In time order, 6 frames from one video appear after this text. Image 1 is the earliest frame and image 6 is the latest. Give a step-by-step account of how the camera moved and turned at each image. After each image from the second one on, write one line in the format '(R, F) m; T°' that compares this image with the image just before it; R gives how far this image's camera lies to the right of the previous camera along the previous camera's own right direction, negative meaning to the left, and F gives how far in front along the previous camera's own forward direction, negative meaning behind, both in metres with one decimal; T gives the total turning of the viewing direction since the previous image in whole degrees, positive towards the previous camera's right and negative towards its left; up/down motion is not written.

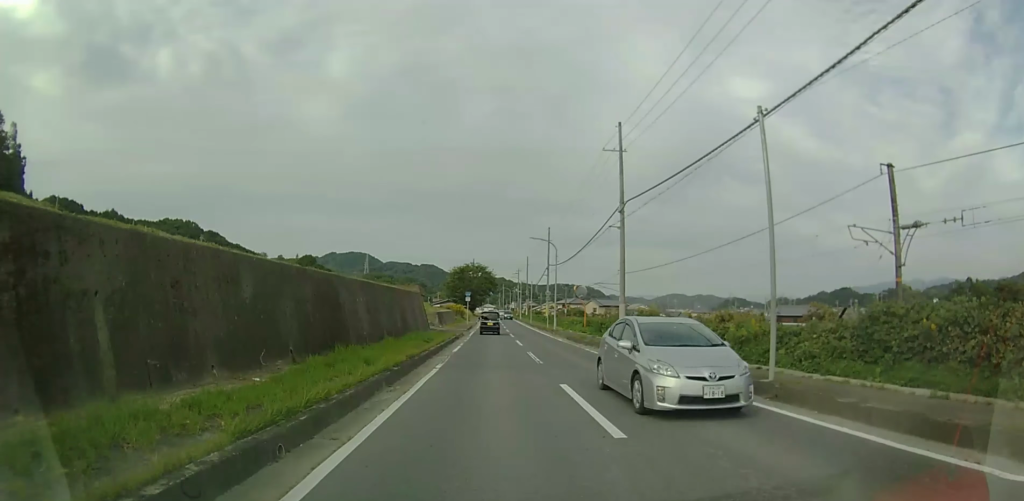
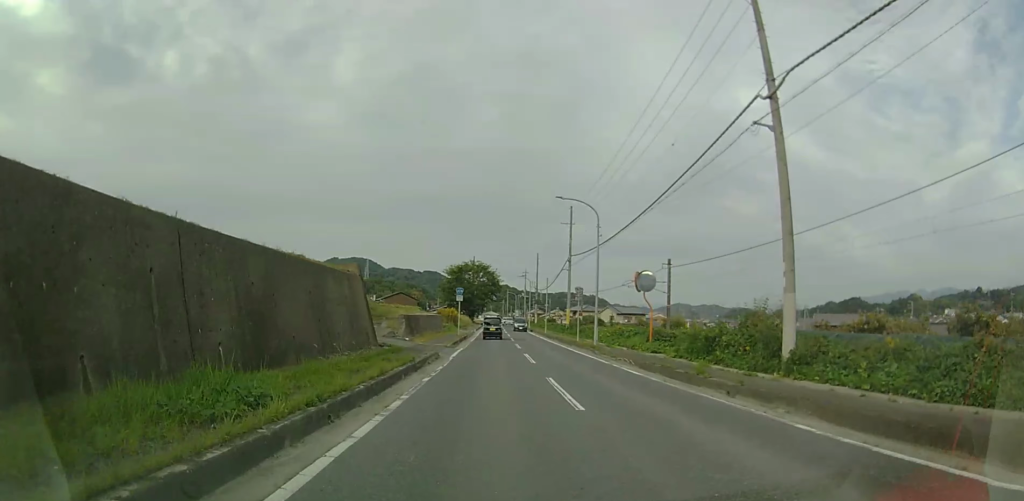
(+0.1, +17.6) m; 0°
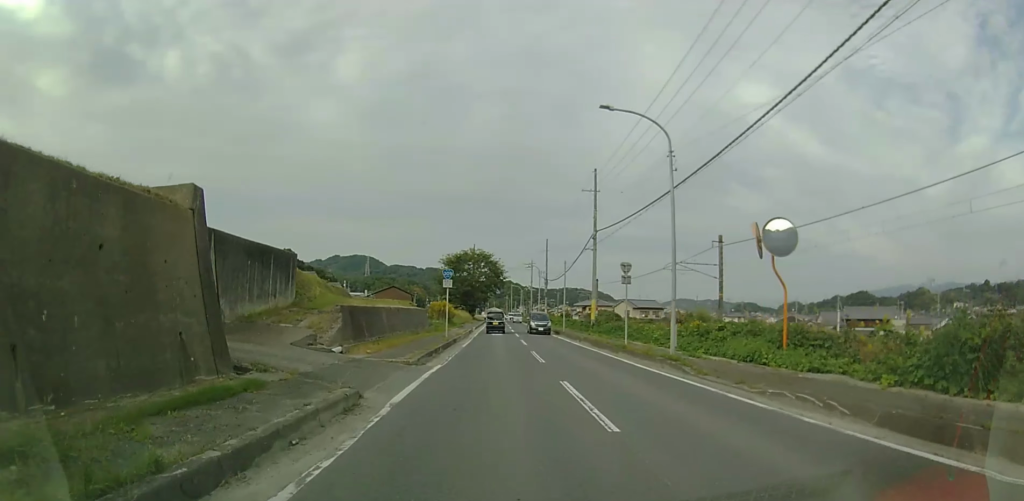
(-0.2, +12.5) m; -1°
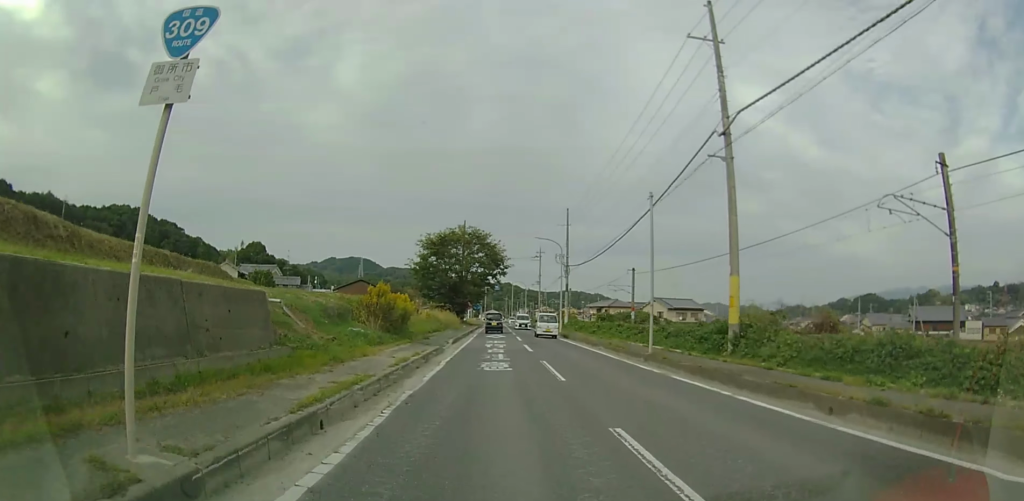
(0.0, +25.1) m; 0°
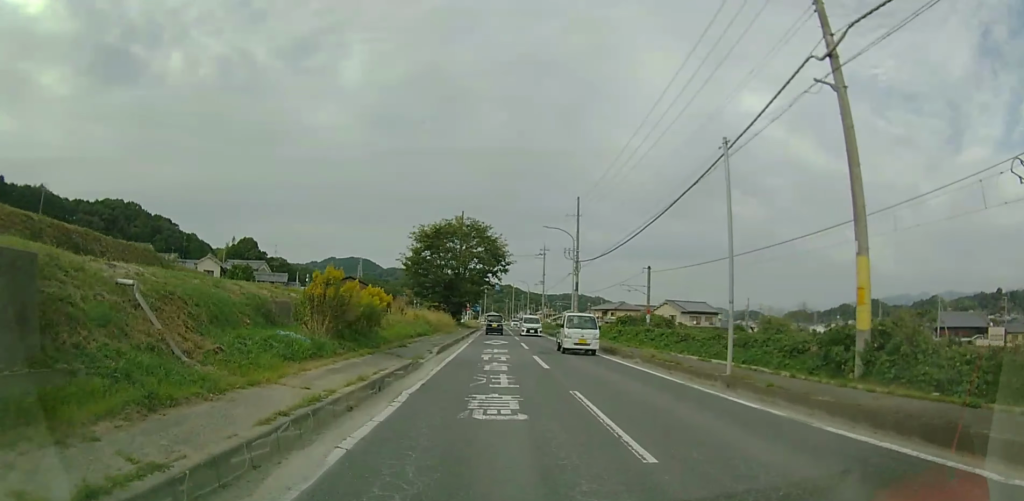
(0.0, +6.6) m; 0°
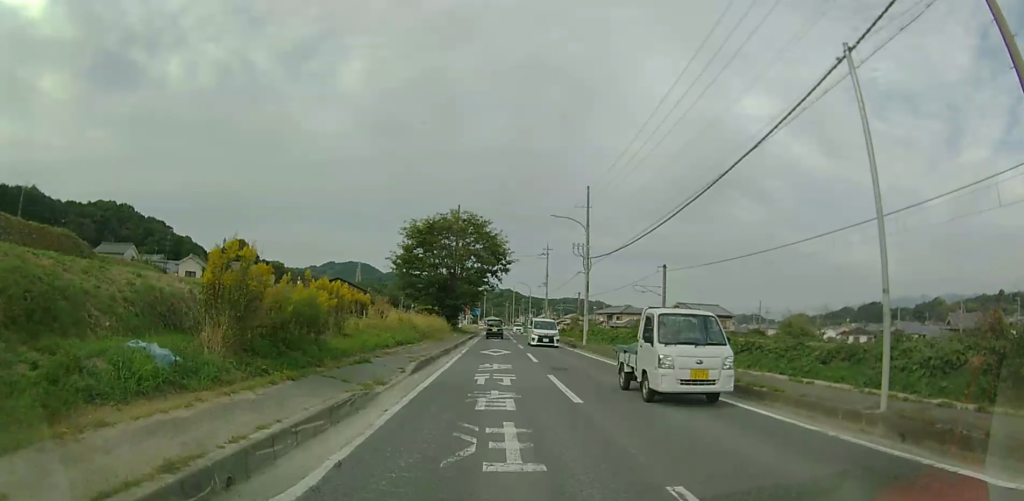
(0.0, +5.6) m; 0°
